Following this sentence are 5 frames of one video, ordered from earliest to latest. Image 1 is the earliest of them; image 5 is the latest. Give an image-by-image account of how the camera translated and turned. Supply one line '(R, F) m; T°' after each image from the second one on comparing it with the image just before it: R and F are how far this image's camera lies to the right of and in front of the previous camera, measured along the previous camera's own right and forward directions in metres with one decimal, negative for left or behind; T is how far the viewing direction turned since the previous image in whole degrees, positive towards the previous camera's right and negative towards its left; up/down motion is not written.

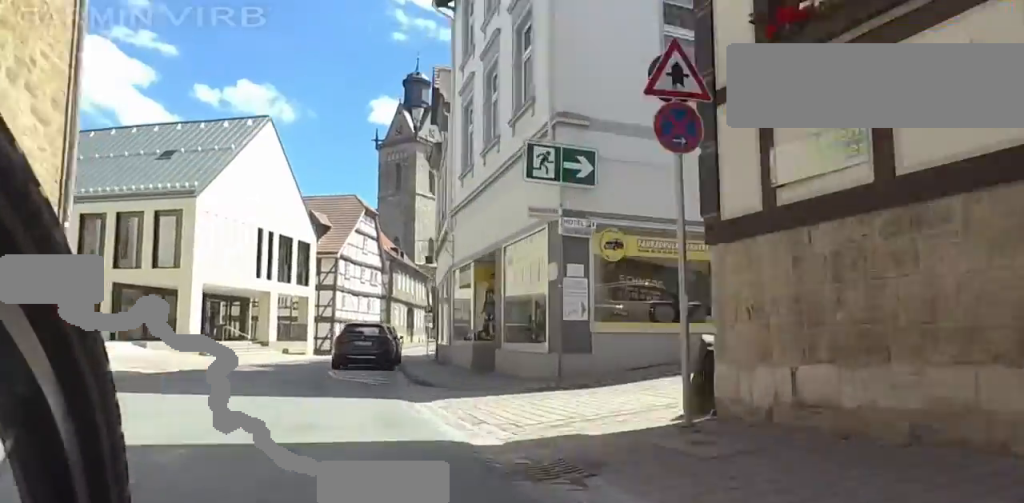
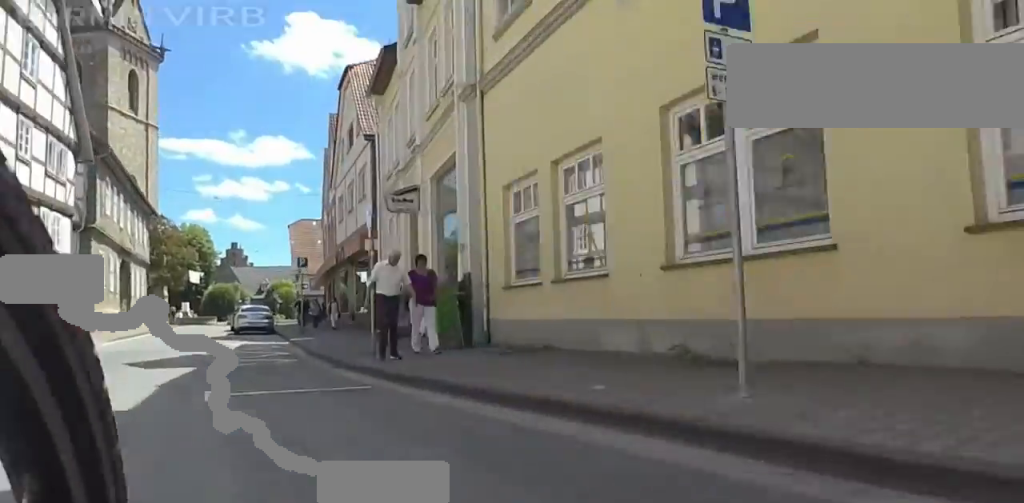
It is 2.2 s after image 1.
(+3.3, +26.5) m; +15°
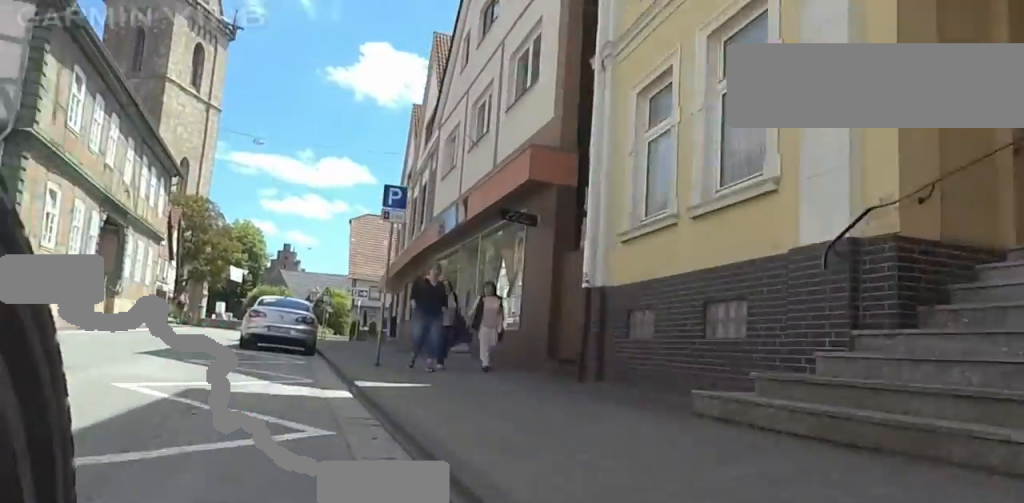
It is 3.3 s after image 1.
(+0.5, +13.3) m; +2°
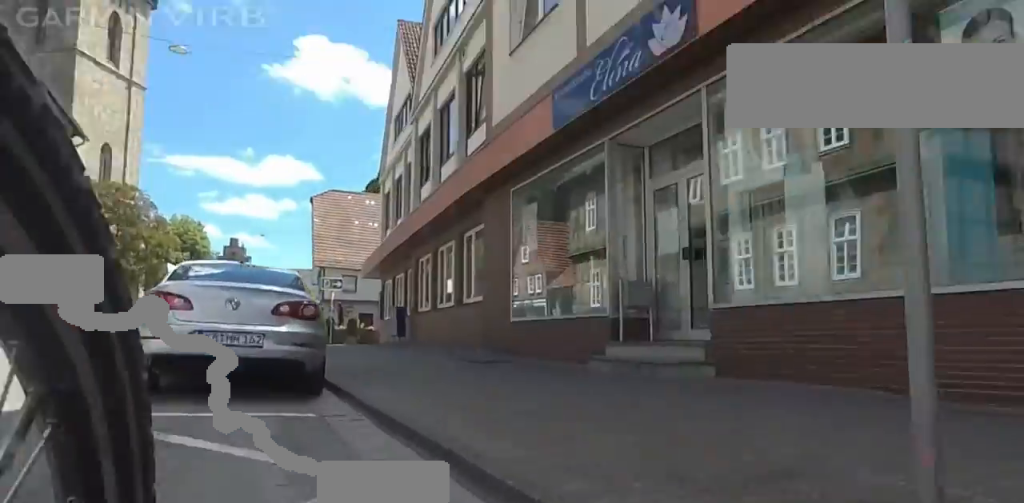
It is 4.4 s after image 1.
(0.0, +10.6) m; 0°
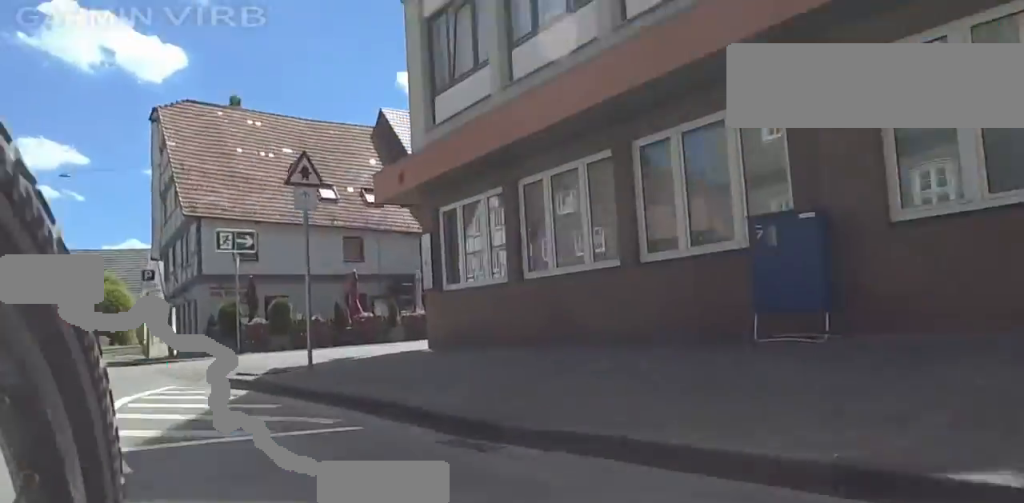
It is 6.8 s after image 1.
(+0.1, +16.9) m; +9°
